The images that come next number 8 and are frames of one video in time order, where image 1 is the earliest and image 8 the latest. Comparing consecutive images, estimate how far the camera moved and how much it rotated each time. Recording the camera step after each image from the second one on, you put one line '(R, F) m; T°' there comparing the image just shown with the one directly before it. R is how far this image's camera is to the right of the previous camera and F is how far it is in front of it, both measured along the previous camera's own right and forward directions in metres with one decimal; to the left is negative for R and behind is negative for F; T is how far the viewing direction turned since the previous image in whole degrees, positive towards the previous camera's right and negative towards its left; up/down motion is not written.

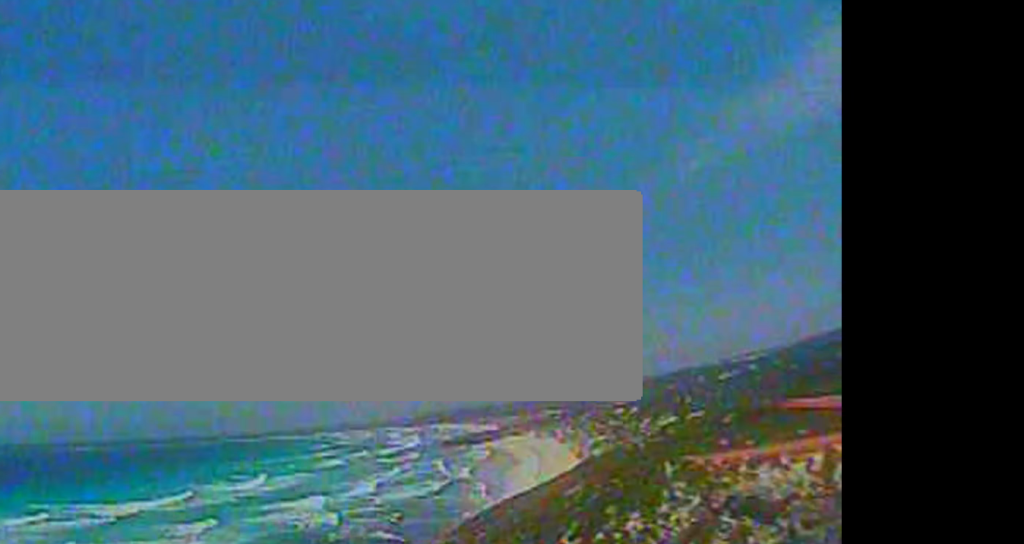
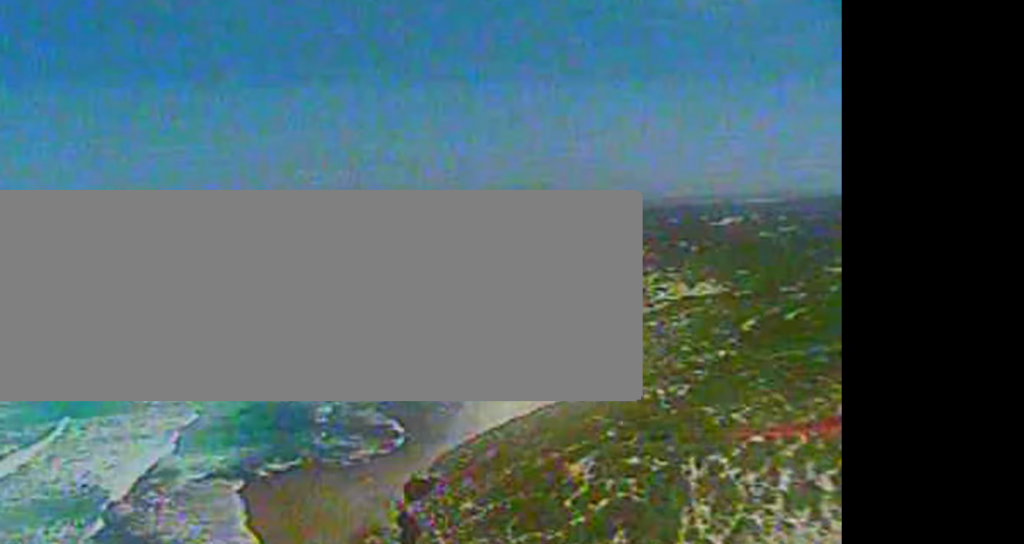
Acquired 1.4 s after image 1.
(+0.6, +27.4) m; +11°
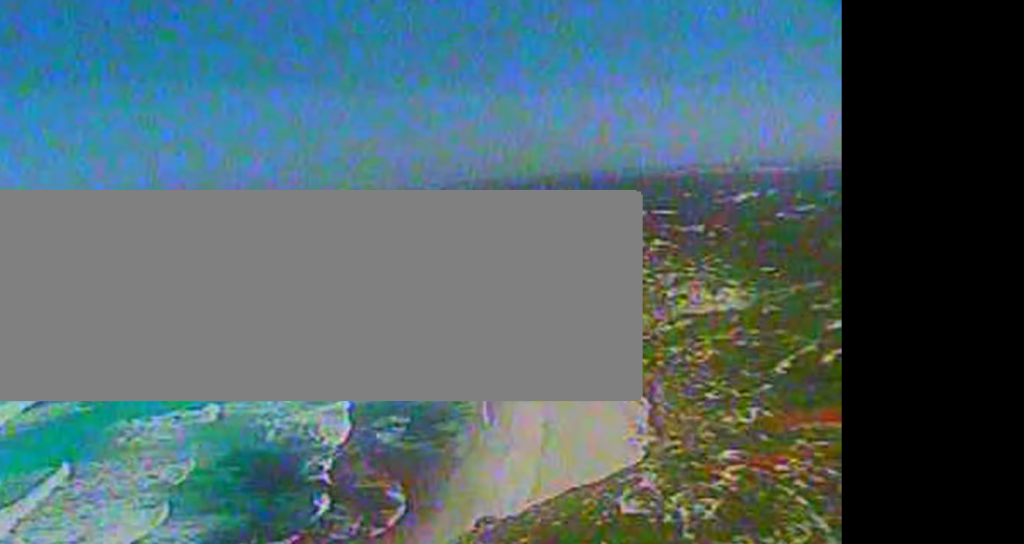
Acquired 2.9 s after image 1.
(+4.5, +29.7) m; +9°
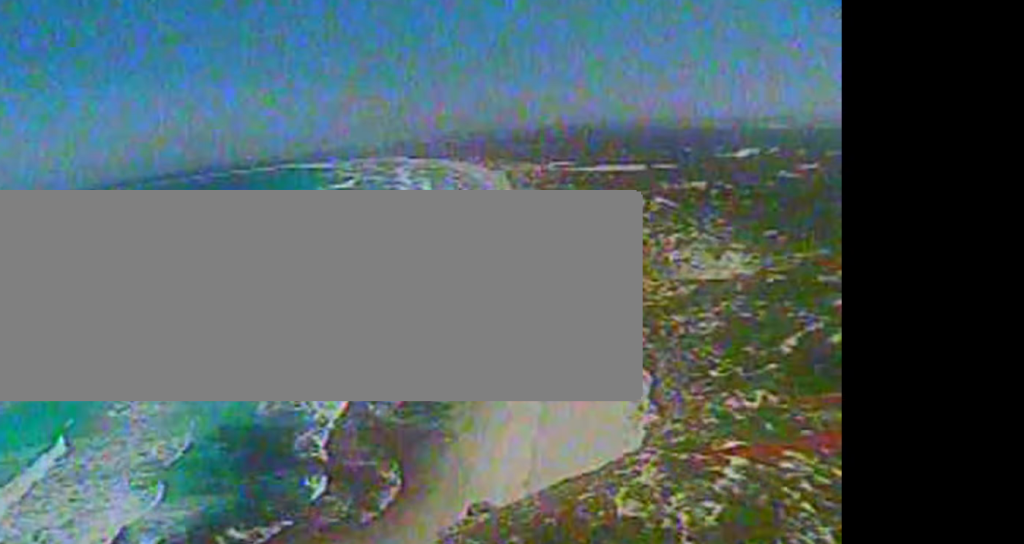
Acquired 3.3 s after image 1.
(-0.1, +9.9) m; 0°
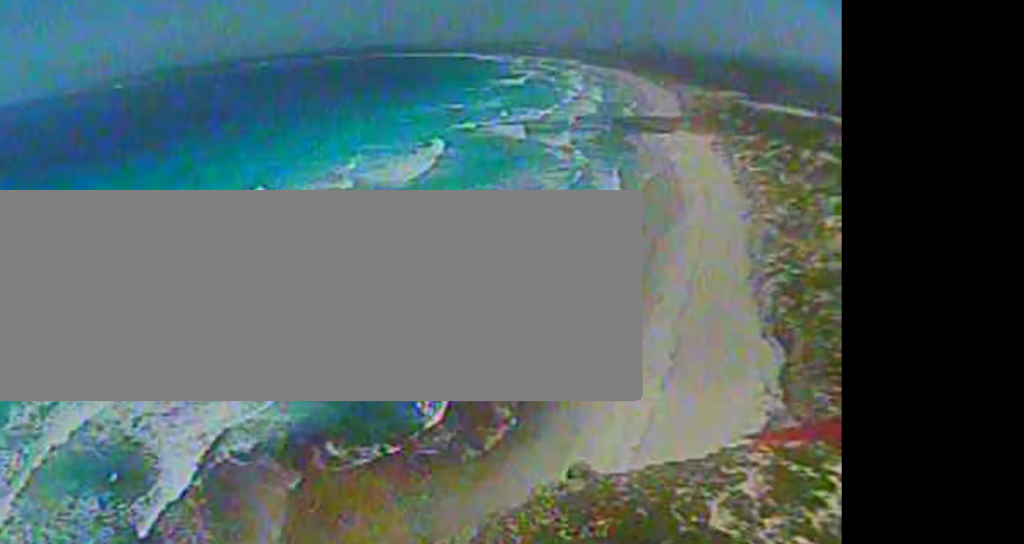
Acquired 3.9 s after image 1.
(+0.1, +10.1) m; +2°
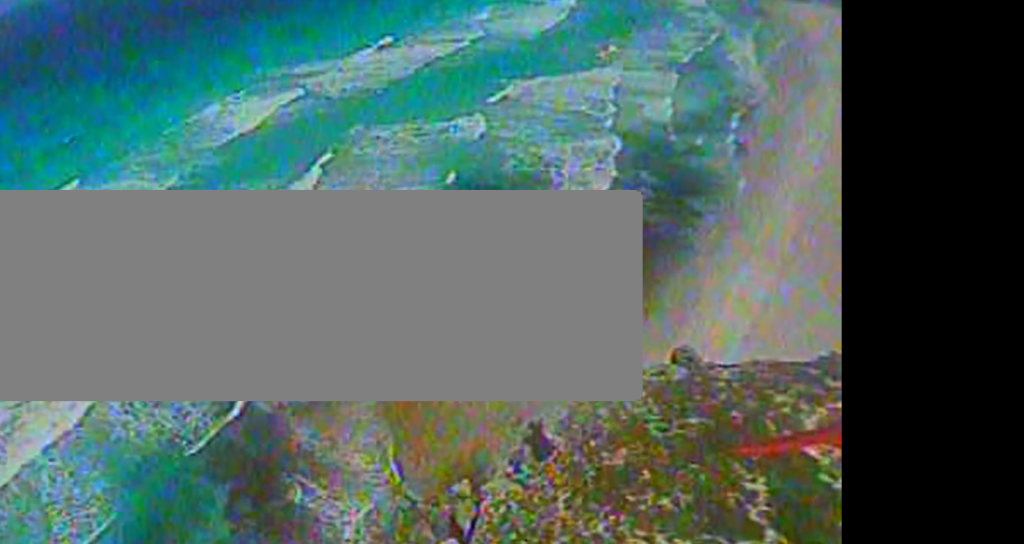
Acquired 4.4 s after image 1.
(0.0, +8.9) m; +2°
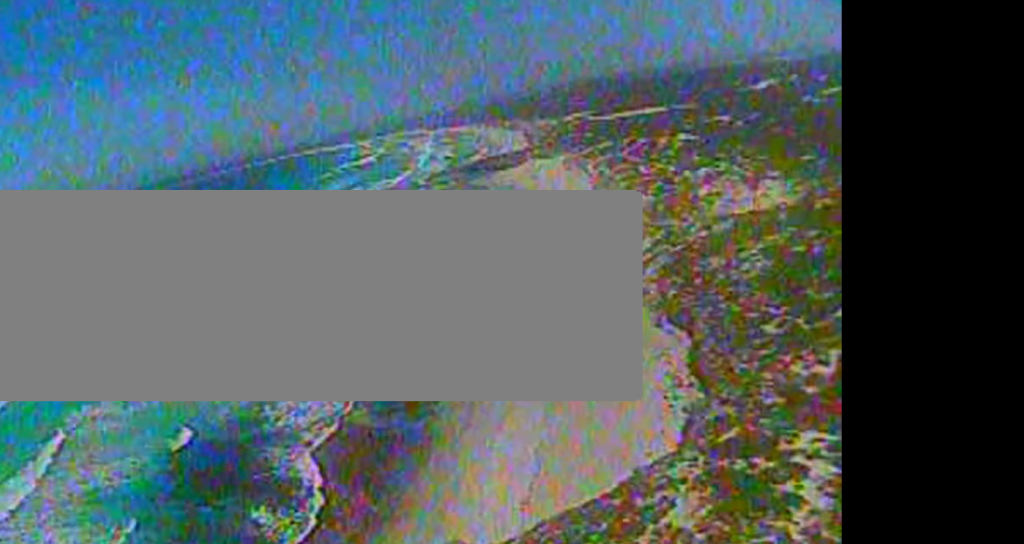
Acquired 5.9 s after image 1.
(+1.3, +20.3) m; +1°
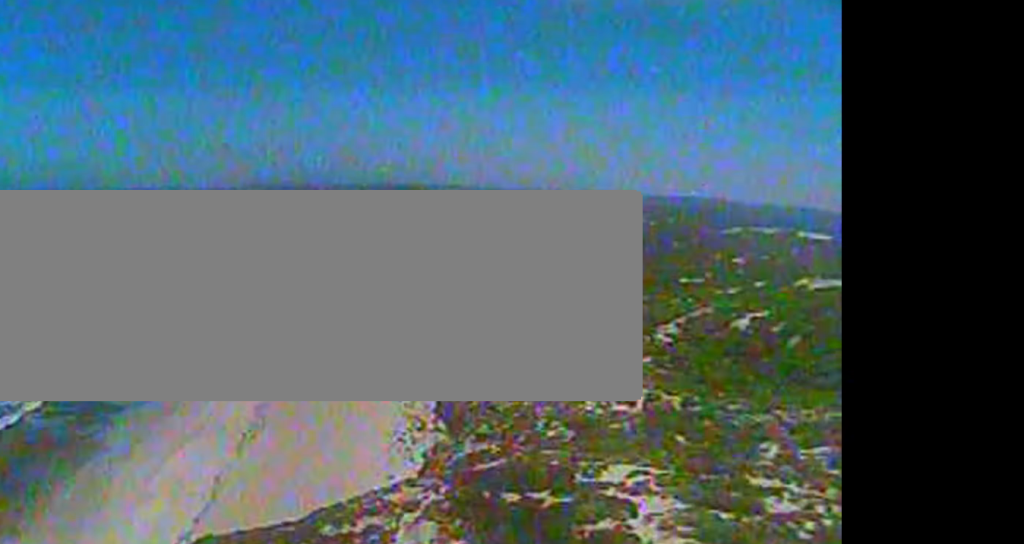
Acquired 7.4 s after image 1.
(-2.2, +22.2) m; -10°
